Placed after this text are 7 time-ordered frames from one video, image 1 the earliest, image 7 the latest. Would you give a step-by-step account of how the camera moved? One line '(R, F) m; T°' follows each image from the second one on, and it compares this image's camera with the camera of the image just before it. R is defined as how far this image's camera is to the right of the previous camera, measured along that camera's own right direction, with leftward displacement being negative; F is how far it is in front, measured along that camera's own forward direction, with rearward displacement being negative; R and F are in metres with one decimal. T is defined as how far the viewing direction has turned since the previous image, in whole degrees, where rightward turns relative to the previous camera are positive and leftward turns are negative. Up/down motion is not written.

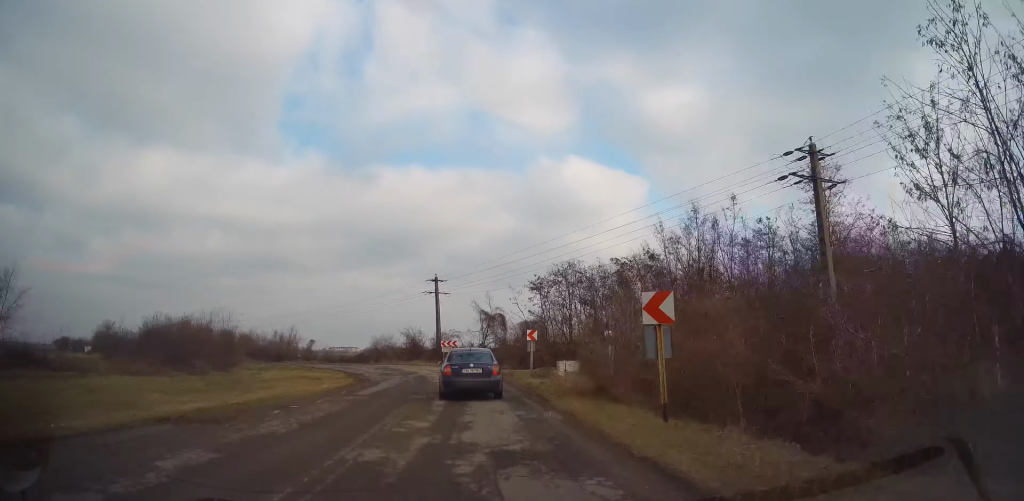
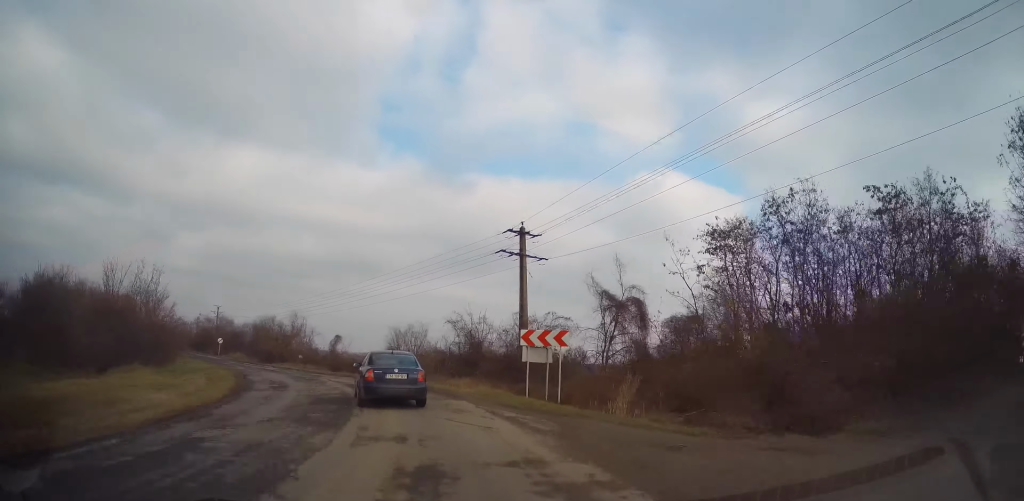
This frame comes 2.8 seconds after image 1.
(-0.8, +32.8) m; -10°
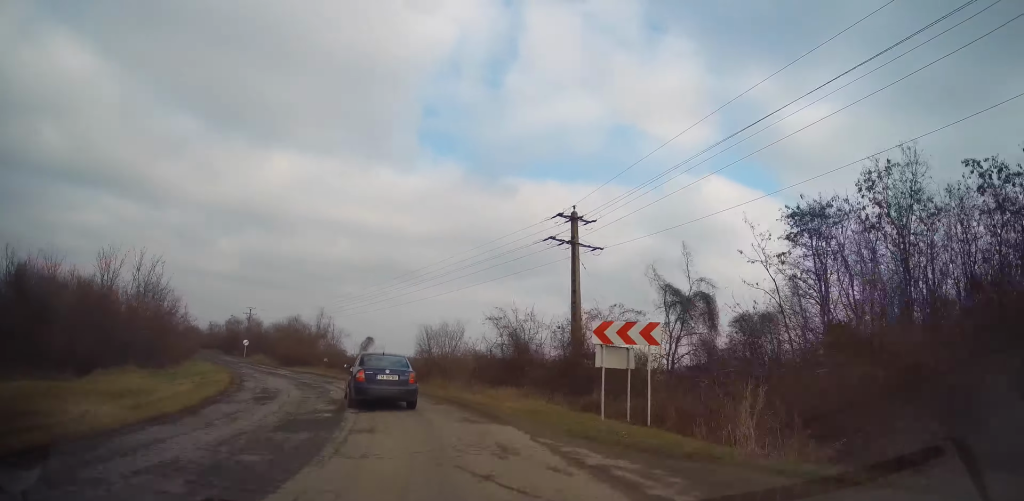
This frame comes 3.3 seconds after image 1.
(-0.5, +5.3) m; -4°
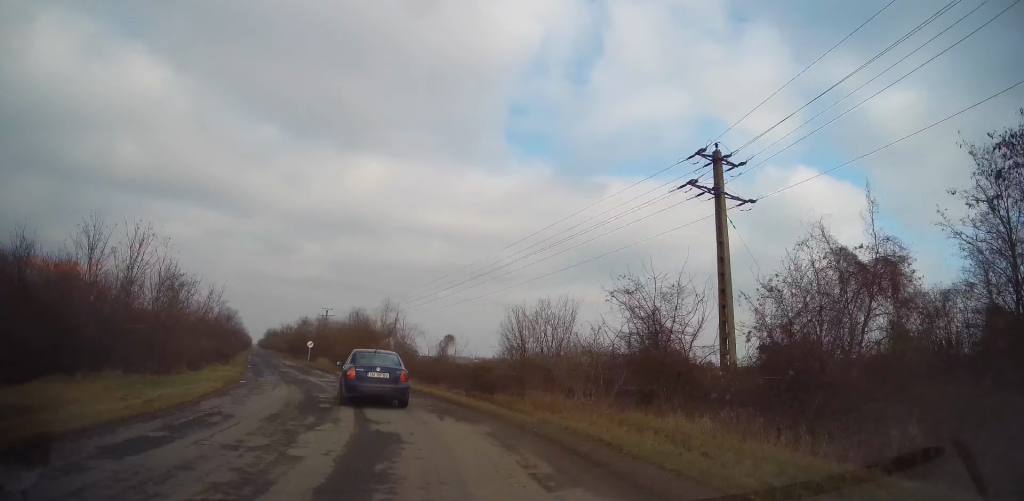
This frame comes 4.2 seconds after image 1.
(-0.7, +9.8) m; -8°
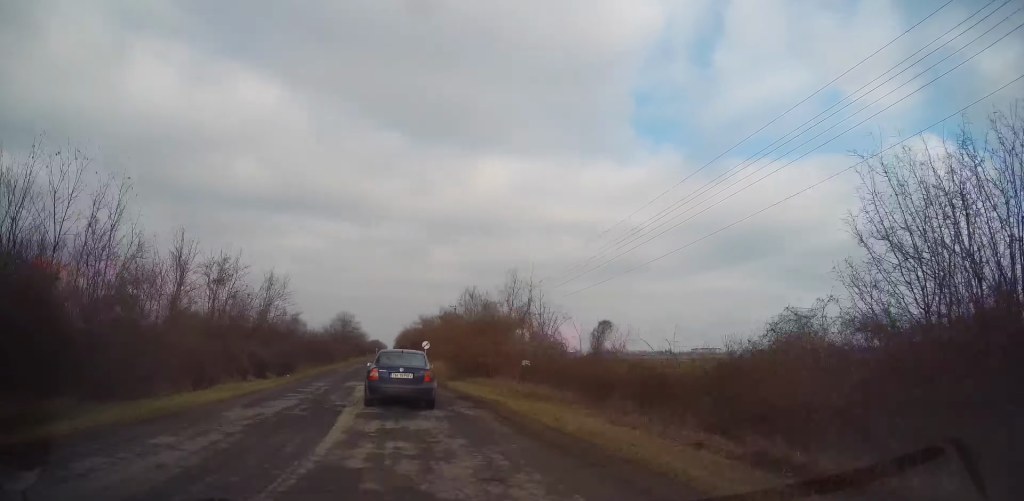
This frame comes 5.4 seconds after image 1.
(-1.6, +13.7) m; -14°
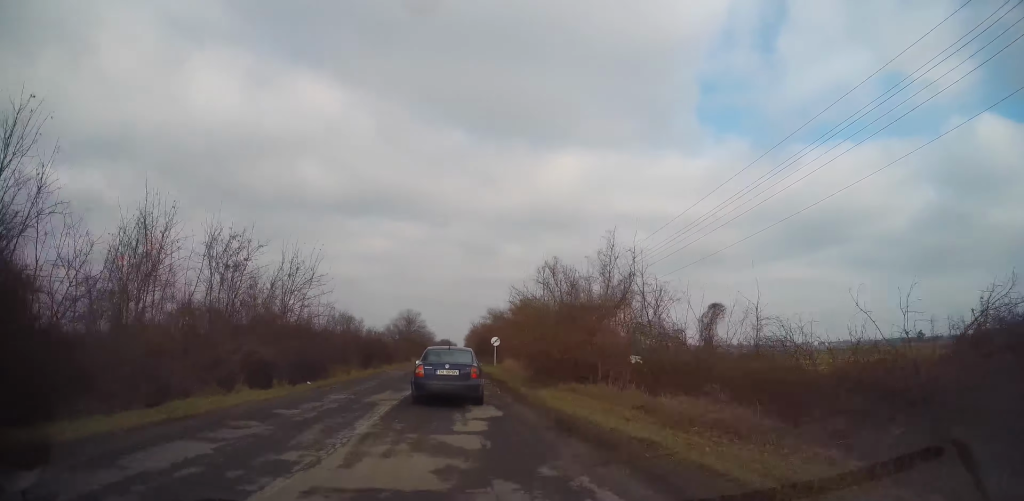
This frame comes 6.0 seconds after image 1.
(-0.6, +7.8) m; -7°
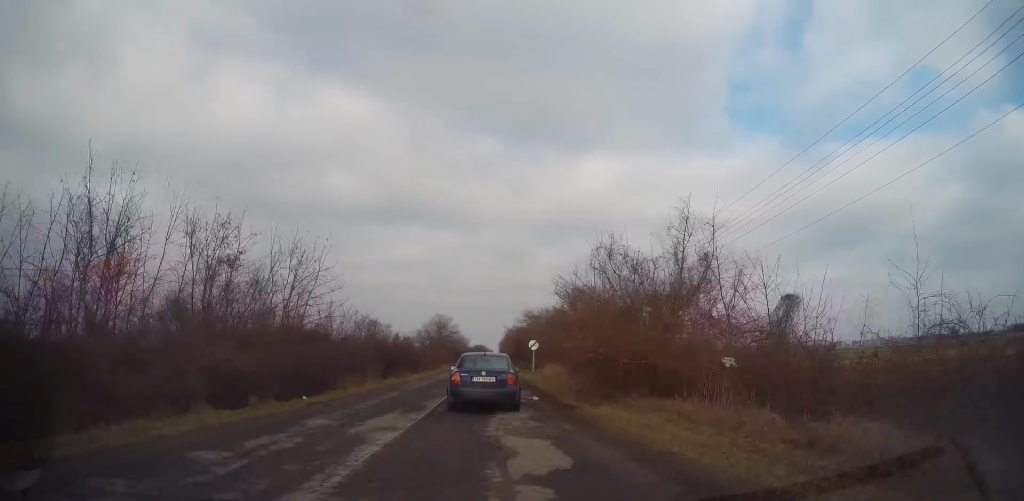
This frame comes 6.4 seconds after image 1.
(-0.2, +4.7) m; -2°
